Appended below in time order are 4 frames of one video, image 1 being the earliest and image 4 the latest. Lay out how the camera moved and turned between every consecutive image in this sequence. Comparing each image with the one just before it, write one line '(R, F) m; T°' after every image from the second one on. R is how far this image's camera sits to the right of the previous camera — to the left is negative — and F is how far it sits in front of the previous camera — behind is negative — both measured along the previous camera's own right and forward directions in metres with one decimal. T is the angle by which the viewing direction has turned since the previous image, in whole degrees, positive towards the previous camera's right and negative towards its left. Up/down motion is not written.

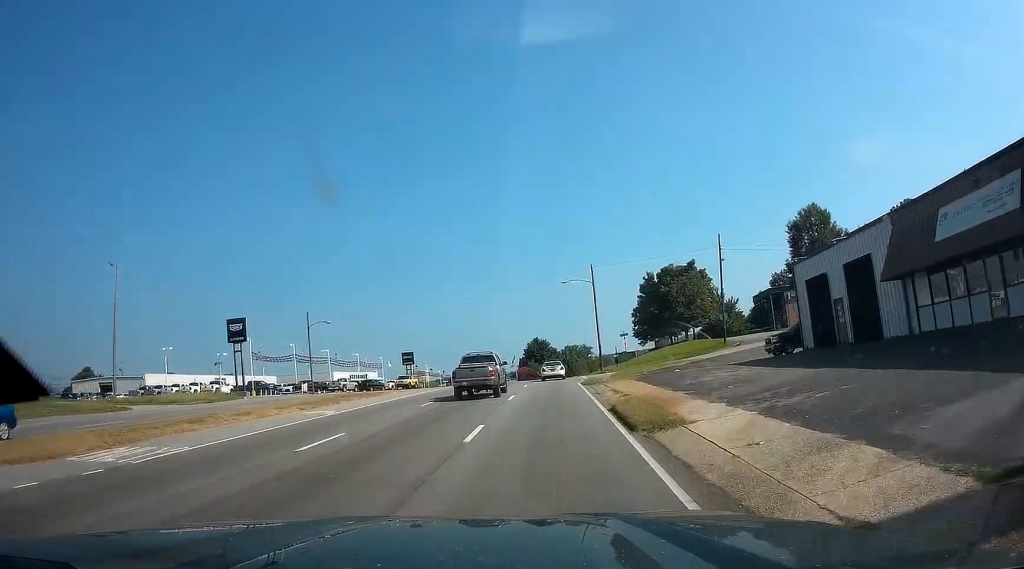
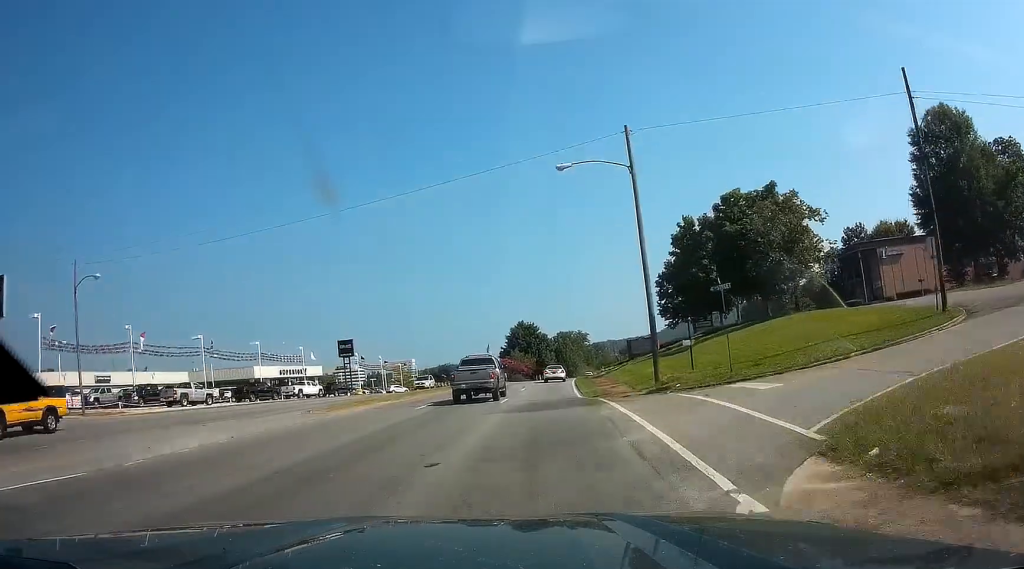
(0.0, +36.0) m; 0°
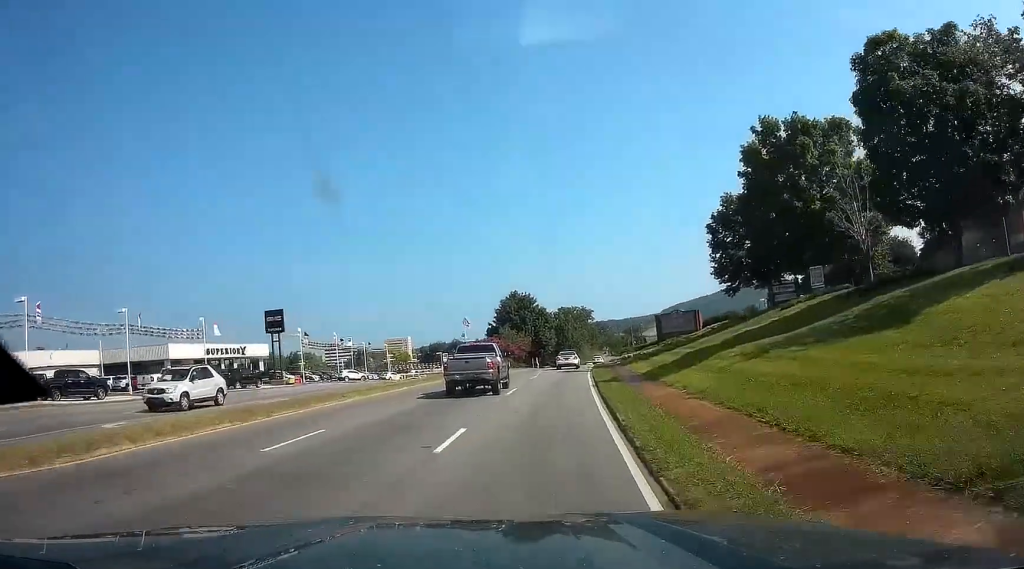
(+0.1, +26.1) m; +1°
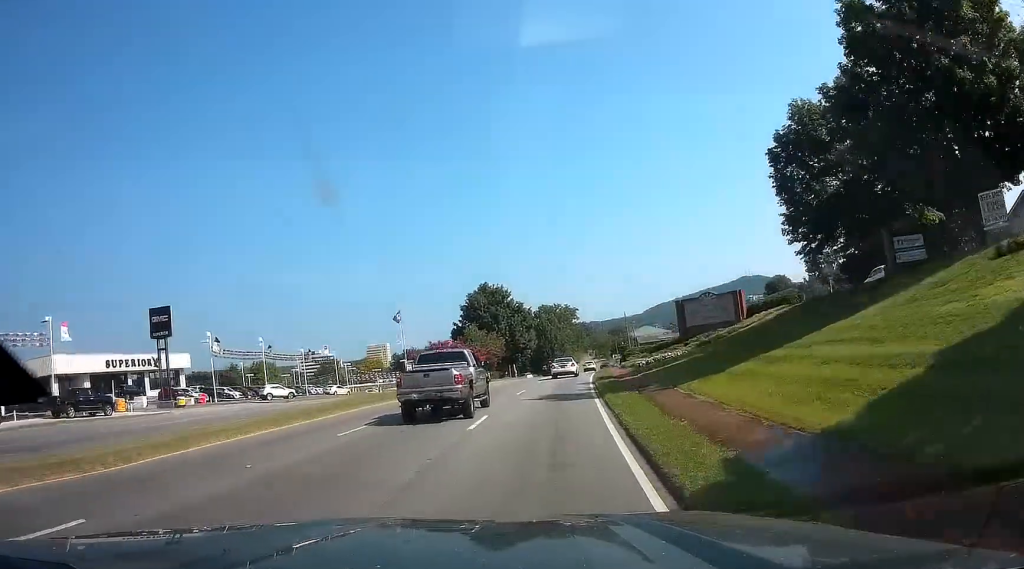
(+0.3, +20.0) m; +1°
